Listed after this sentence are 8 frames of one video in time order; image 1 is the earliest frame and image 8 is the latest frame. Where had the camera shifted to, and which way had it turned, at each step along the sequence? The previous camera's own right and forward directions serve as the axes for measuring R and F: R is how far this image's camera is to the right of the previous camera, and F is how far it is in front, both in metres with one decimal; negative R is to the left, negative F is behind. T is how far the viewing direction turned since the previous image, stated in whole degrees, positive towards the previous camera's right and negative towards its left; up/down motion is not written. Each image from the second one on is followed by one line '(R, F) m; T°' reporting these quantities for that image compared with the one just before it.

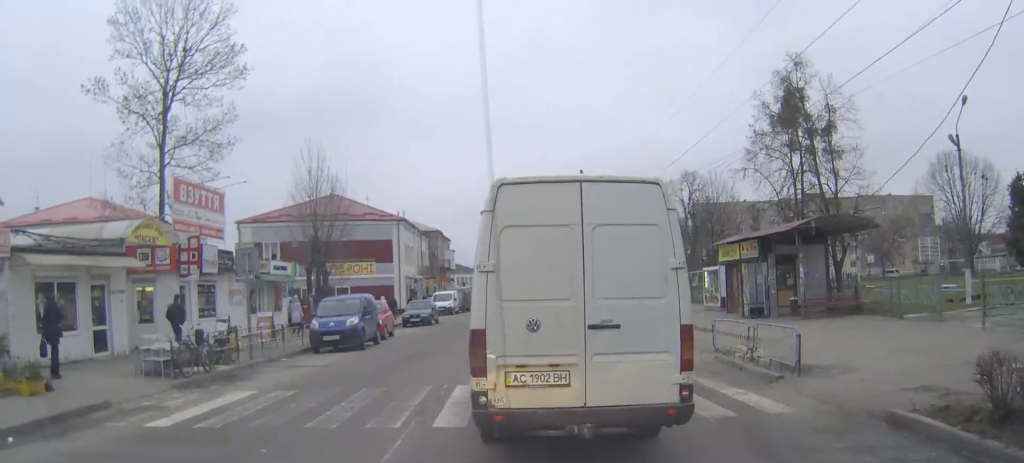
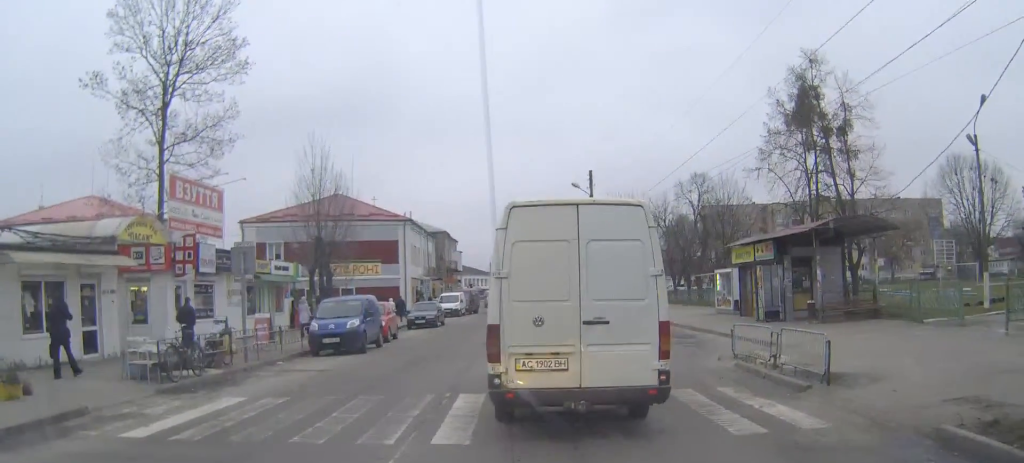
(0.0, +0.7) m; -2°
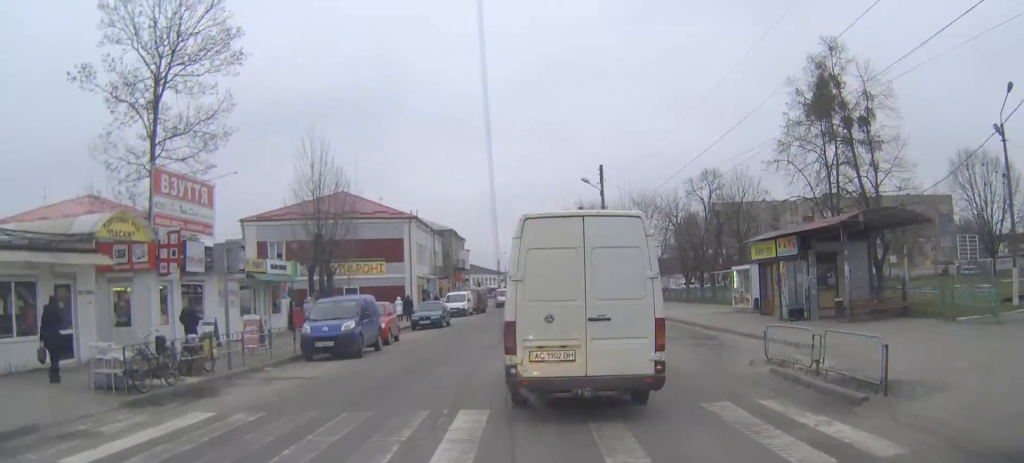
(-0.1, +1.0) m; -4°
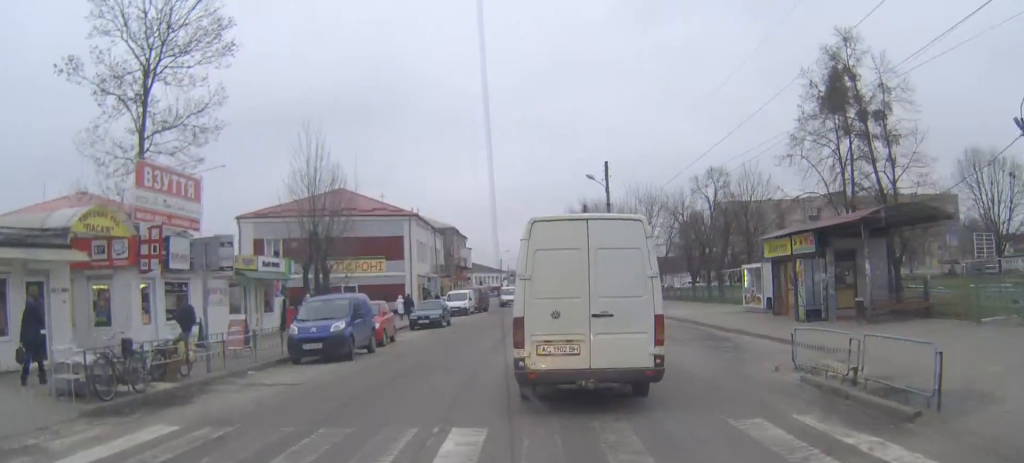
(0.0, +0.9) m; 0°
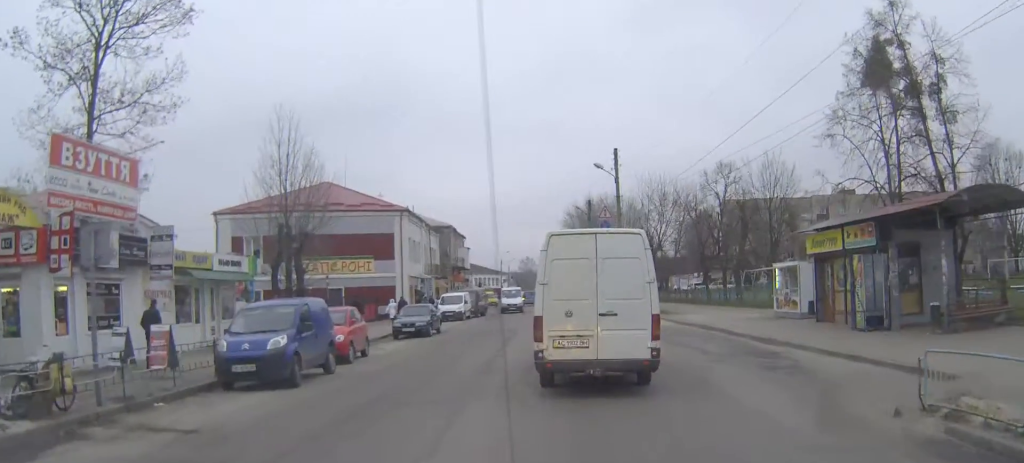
(0.0, +3.5) m; 0°
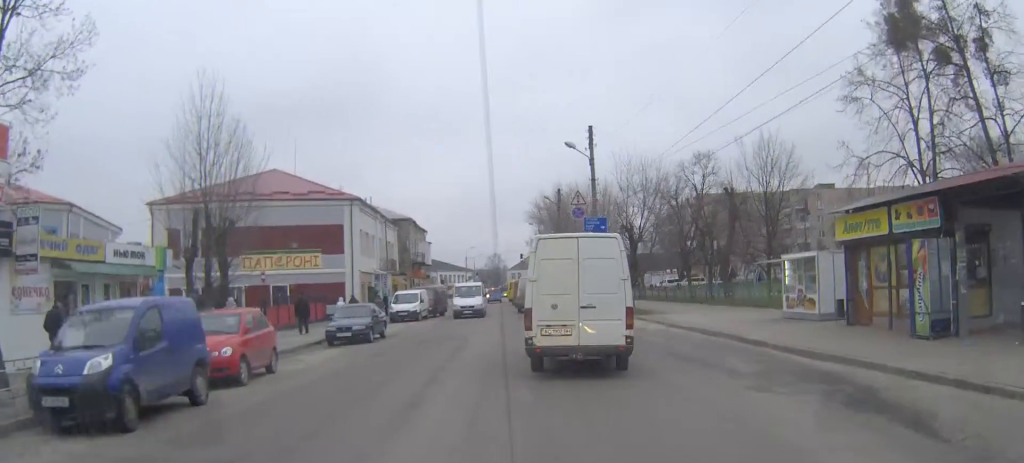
(+0.1, +4.7) m; +2°
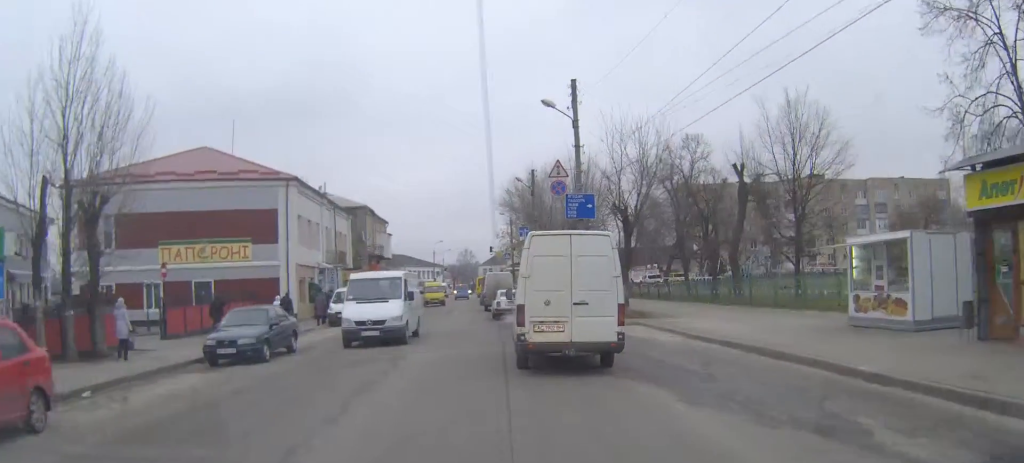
(+0.1, +7.5) m; +1°
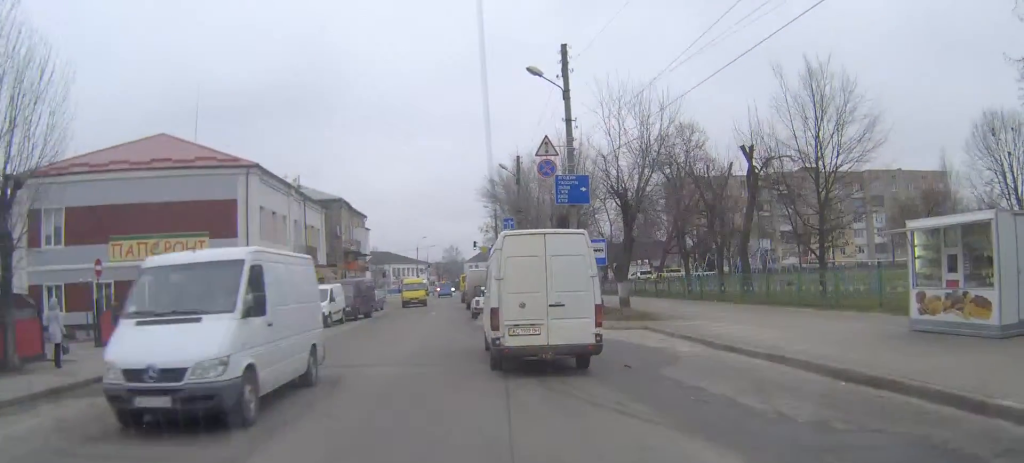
(0.0, +4.5) m; +1°
